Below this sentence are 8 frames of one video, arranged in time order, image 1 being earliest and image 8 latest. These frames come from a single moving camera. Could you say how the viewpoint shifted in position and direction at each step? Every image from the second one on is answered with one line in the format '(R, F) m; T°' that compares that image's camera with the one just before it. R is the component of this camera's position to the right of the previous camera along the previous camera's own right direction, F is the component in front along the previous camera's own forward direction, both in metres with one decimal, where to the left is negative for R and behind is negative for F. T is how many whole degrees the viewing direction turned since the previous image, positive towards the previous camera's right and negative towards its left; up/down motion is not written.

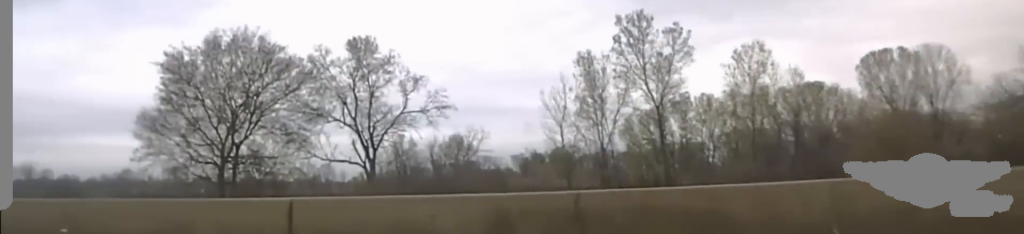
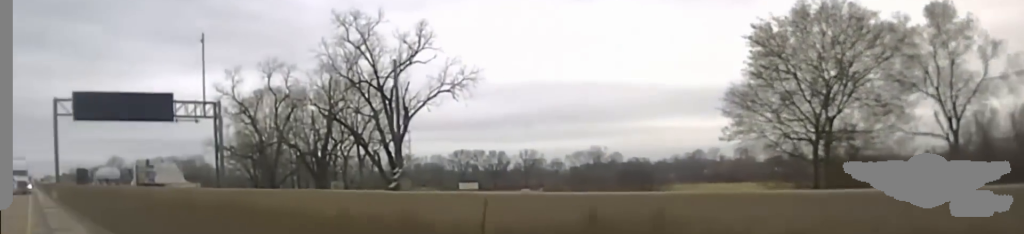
(-1.9, +4.2) m; -45°
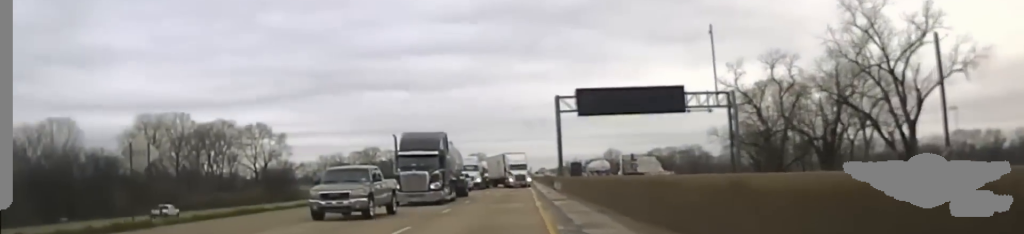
(-1.6, +5.8) m; -21°
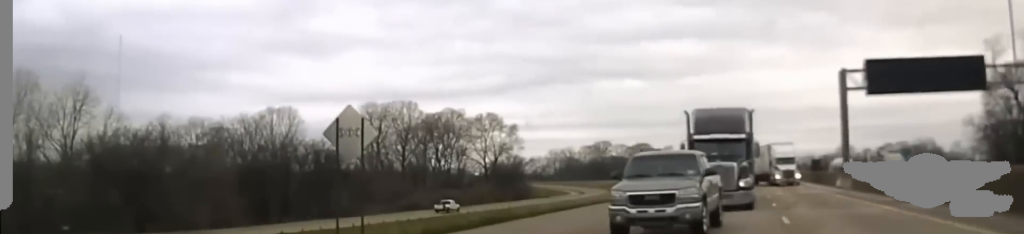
(-1.4, +10.0) m; -5°
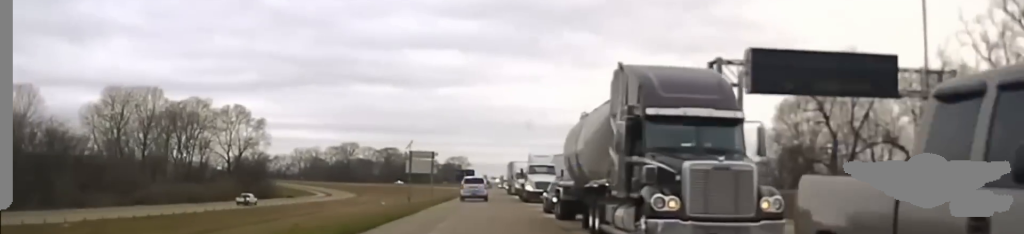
(+0.8, +17.1) m; +10°
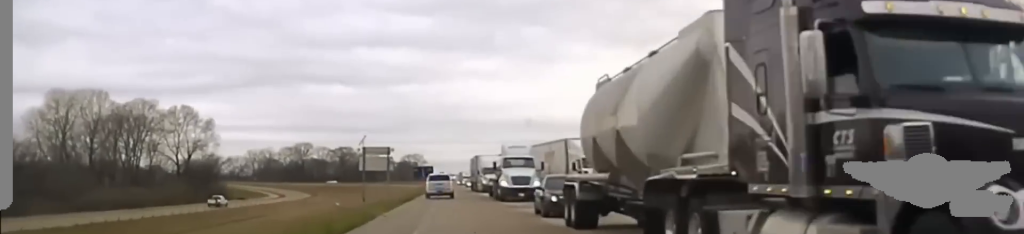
(+0.8, +10.0) m; +5°
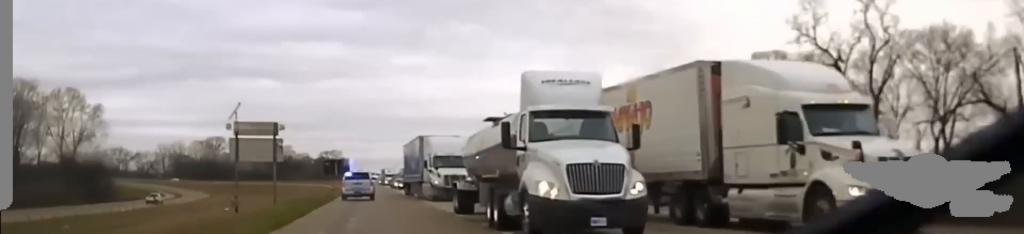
(+2.6, +33.0) m; +4°
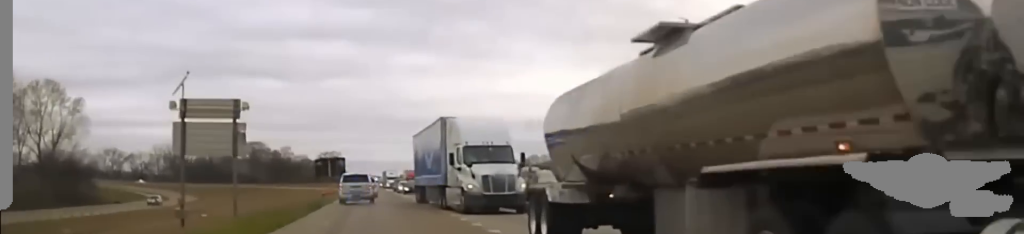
(-0.3, +16.1) m; -1°
